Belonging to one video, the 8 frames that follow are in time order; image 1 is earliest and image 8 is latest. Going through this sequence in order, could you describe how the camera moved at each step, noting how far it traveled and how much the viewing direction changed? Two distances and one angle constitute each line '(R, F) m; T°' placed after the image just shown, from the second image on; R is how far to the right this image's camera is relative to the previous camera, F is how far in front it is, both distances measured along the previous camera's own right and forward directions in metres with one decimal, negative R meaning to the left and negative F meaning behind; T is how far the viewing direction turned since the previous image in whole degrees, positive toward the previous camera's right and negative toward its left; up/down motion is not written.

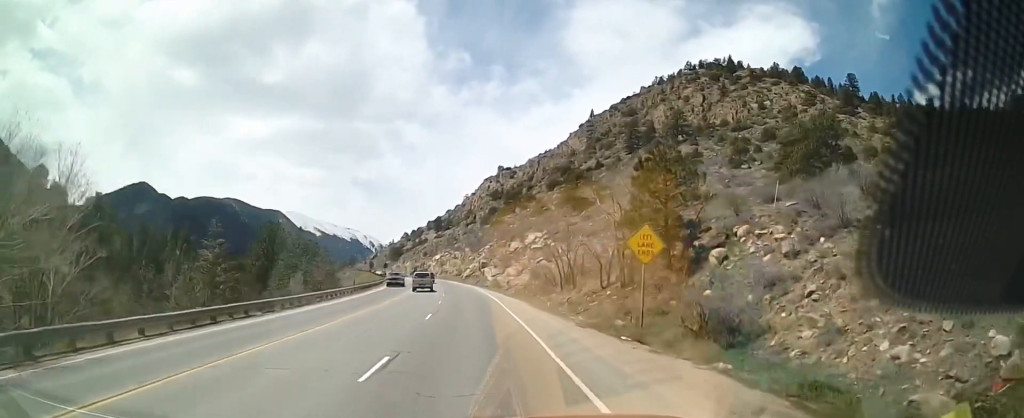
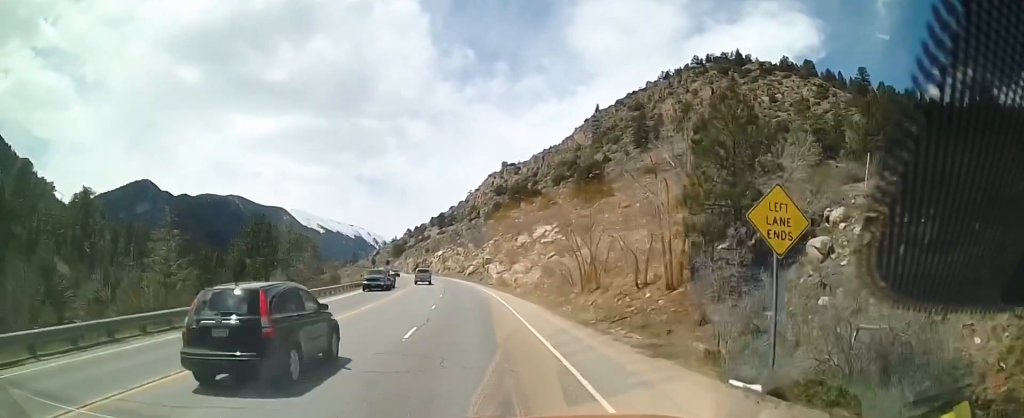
(0.0, +7.3) m; -2°
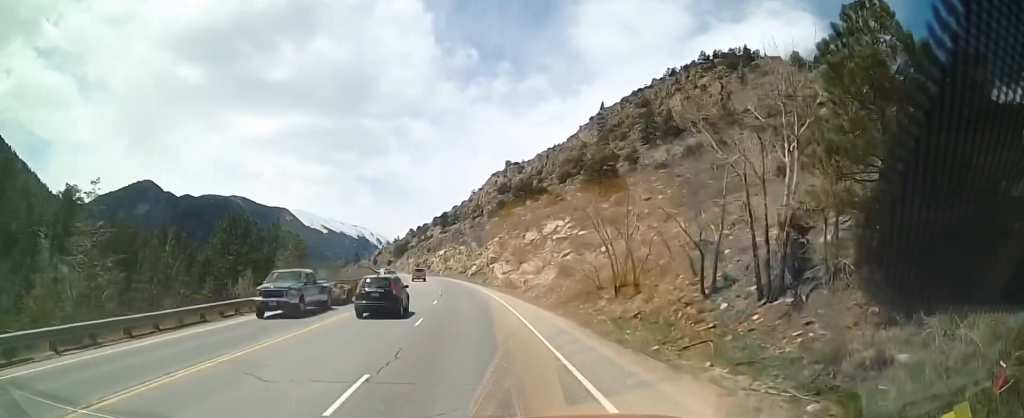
(-0.2, +8.5) m; -2°
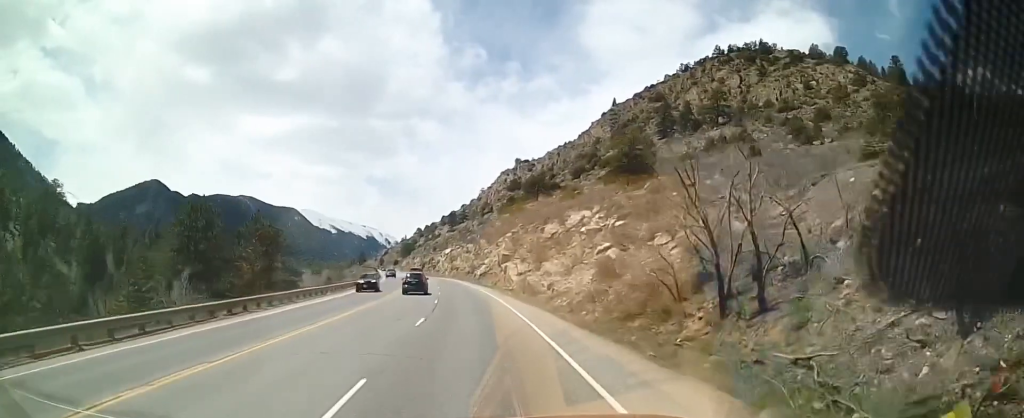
(0.0, +13.2) m; +1°
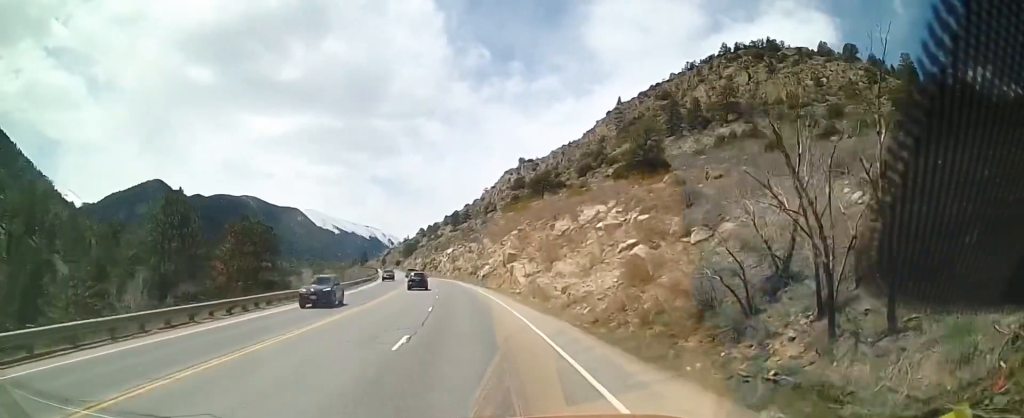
(+0.1, +6.2) m; +1°
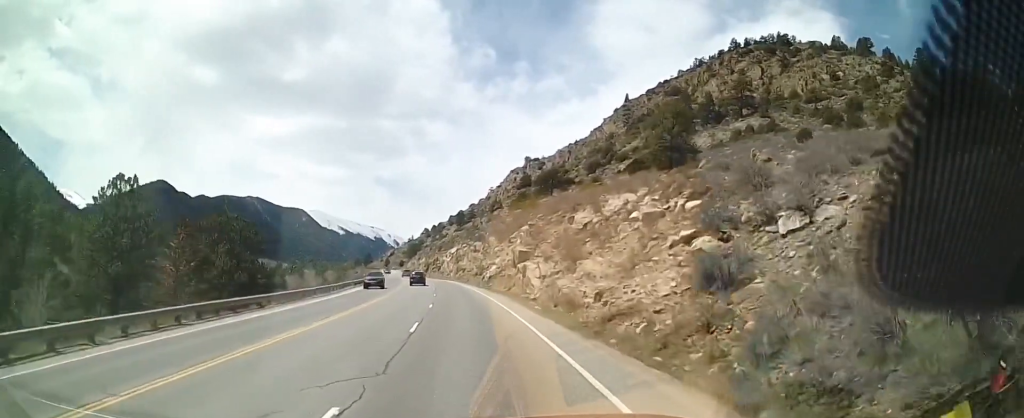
(0.0, +9.7) m; +1°
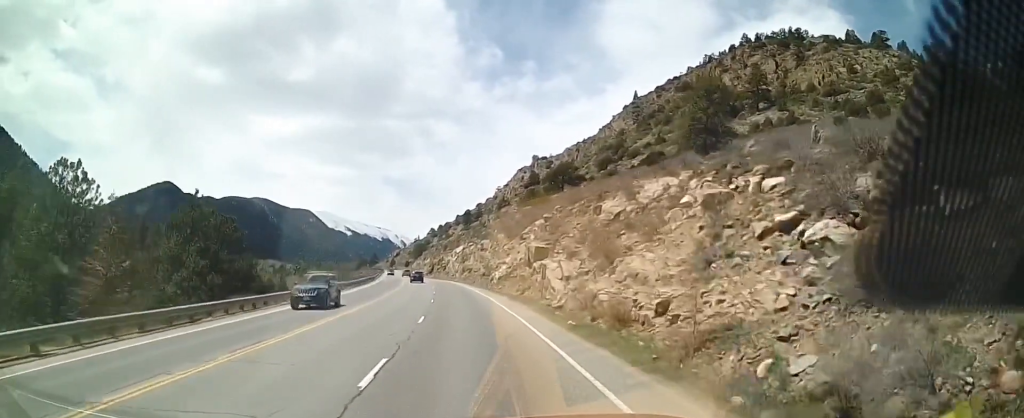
(+0.3, +9.6) m; 0°
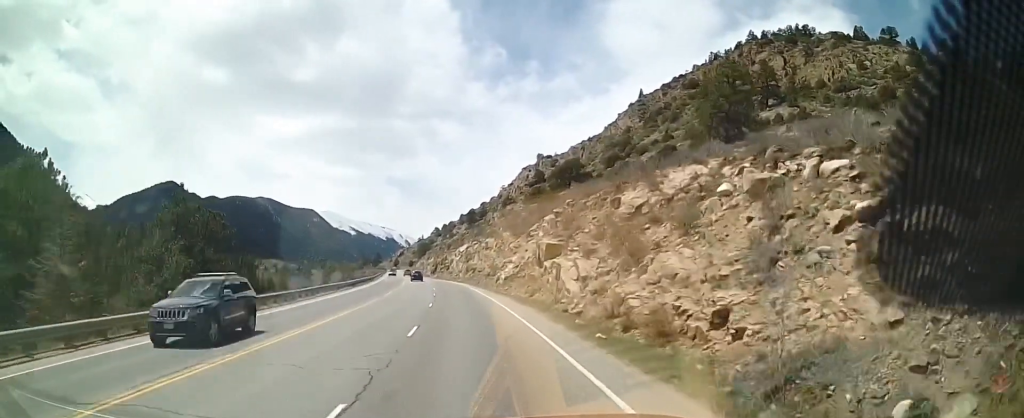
(-0.1, +4.8) m; -1°
